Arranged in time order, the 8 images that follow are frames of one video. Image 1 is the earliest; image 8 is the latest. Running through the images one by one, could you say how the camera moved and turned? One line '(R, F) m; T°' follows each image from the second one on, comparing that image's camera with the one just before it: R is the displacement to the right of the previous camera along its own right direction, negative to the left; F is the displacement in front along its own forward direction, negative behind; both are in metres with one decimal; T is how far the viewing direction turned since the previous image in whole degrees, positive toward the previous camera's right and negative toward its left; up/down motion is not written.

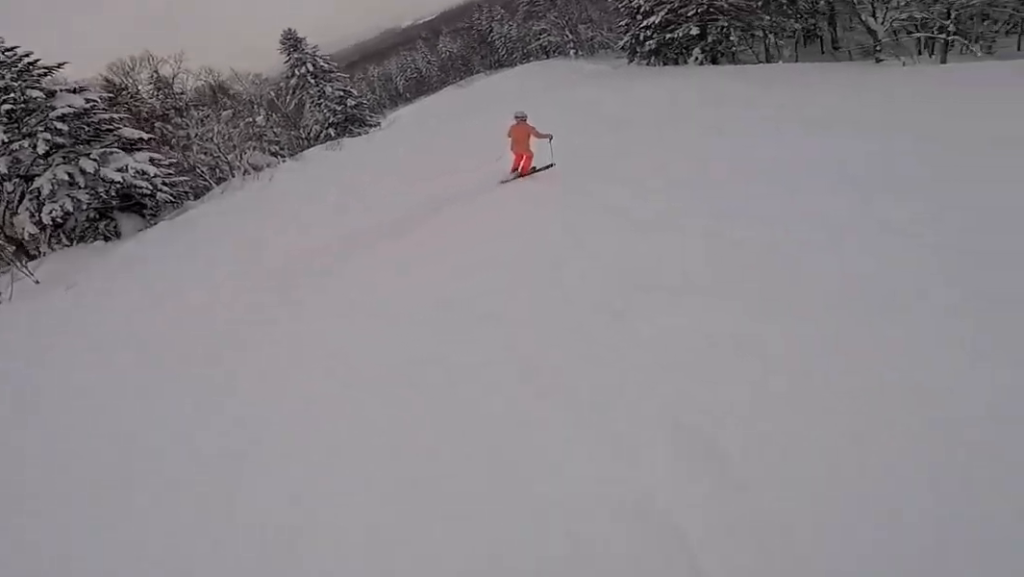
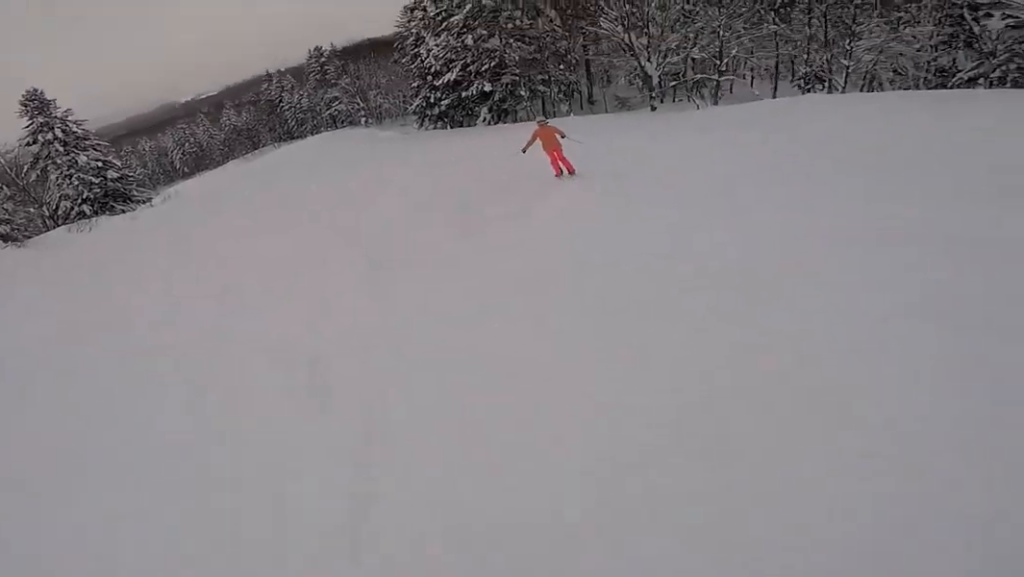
(+1.9, +6.6) m; +19°
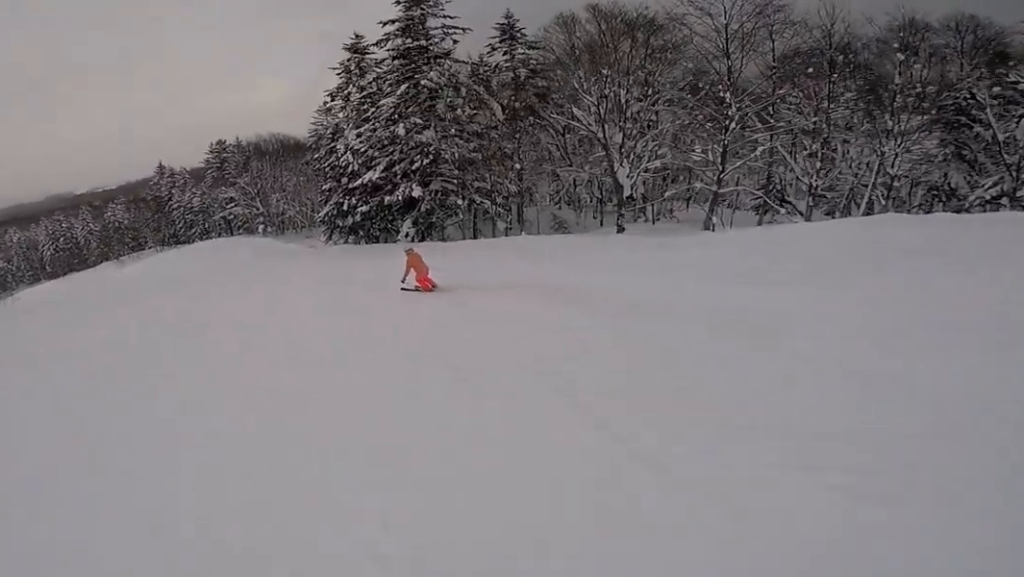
(+0.8, +9.5) m; +10°
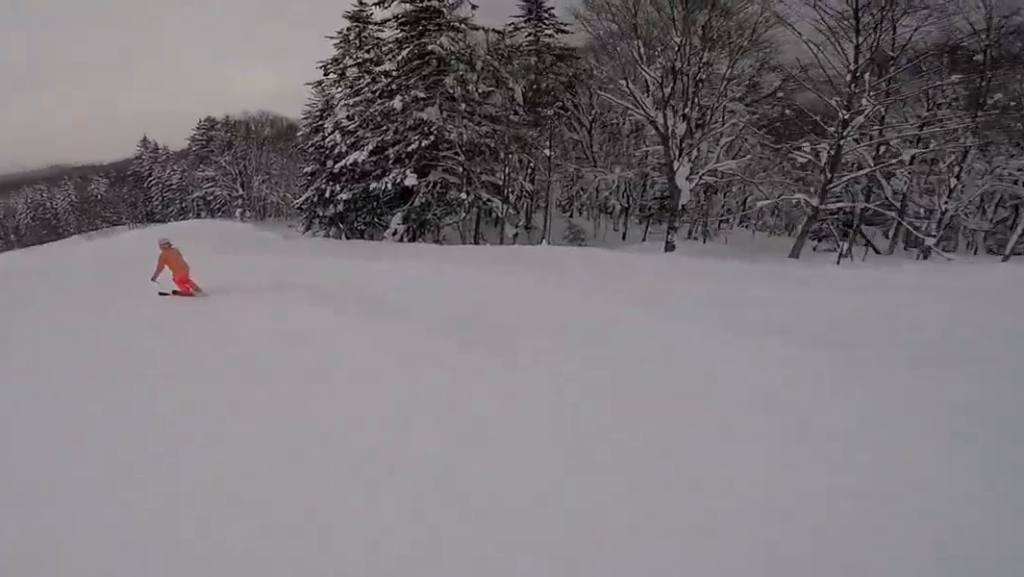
(+0.9, +5.7) m; 0°
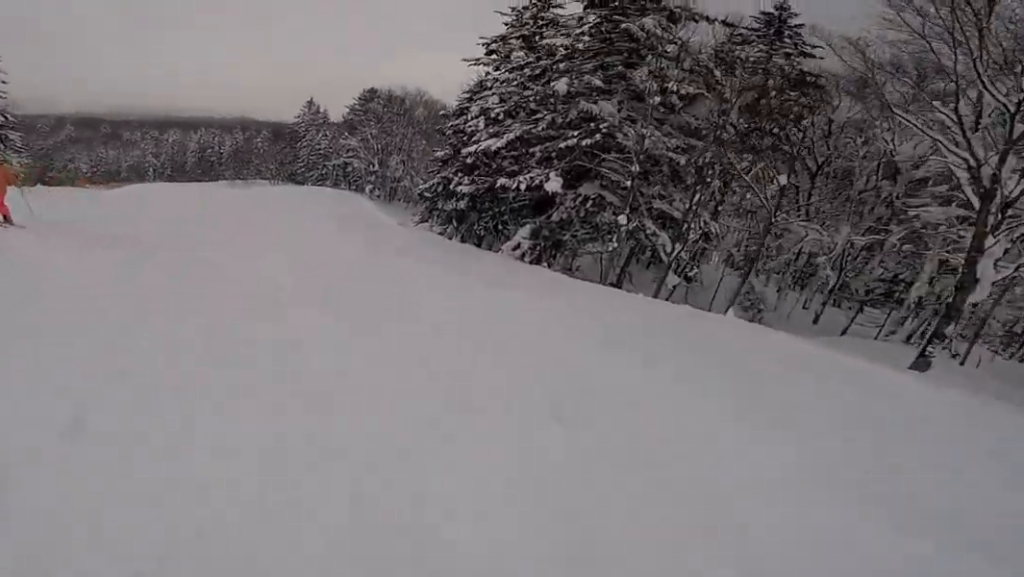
(-0.4, +5.0) m; -11°
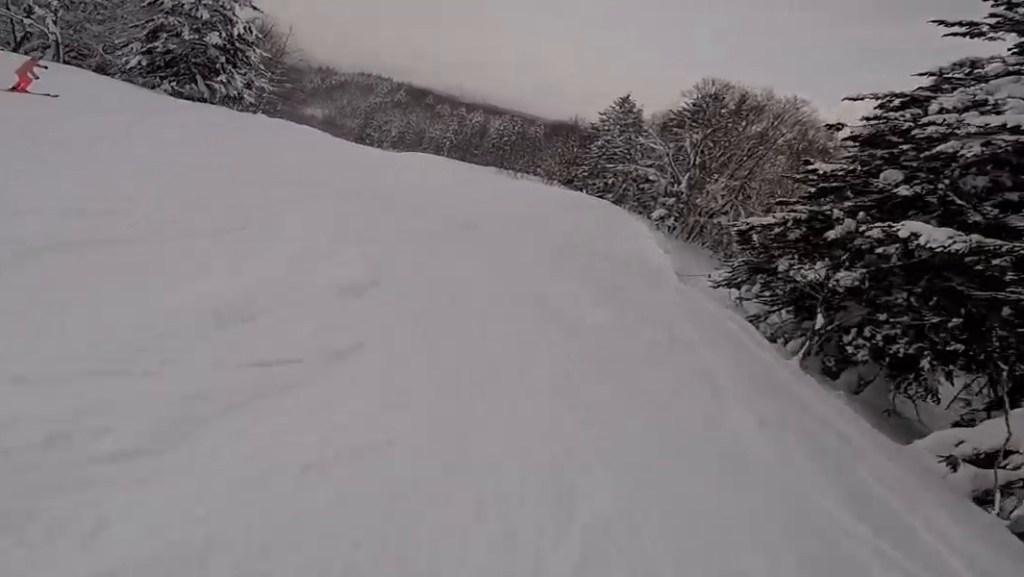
(-4.2, +12.1) m; -37°
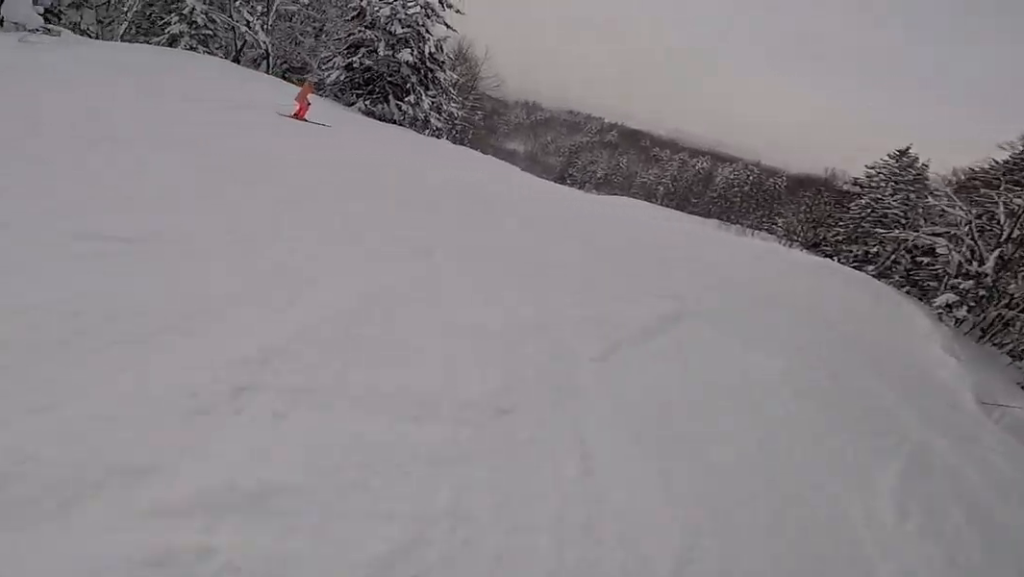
(-0.4, +3.6) m; -7°
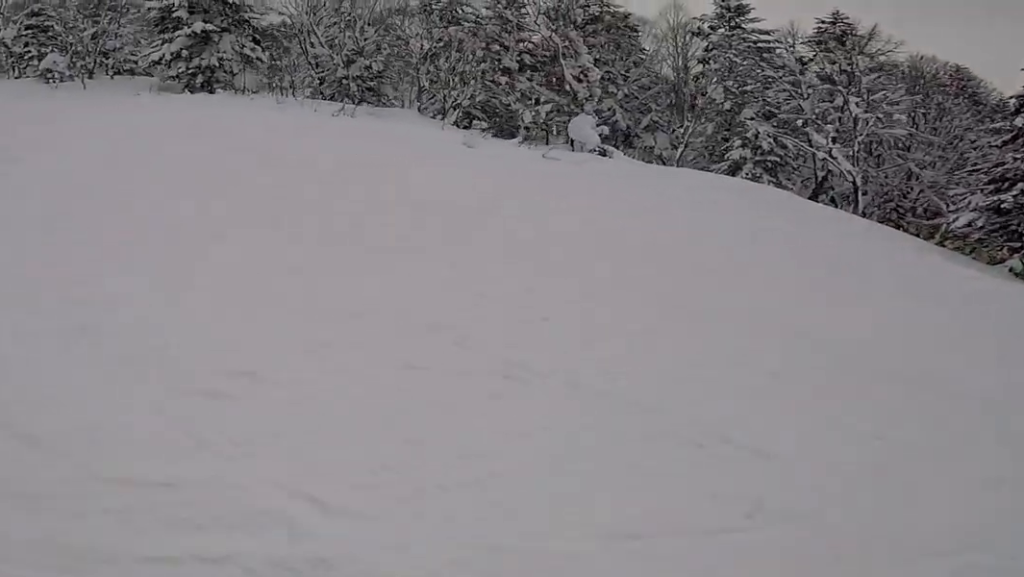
(0.0, +4.7) m; -9°
